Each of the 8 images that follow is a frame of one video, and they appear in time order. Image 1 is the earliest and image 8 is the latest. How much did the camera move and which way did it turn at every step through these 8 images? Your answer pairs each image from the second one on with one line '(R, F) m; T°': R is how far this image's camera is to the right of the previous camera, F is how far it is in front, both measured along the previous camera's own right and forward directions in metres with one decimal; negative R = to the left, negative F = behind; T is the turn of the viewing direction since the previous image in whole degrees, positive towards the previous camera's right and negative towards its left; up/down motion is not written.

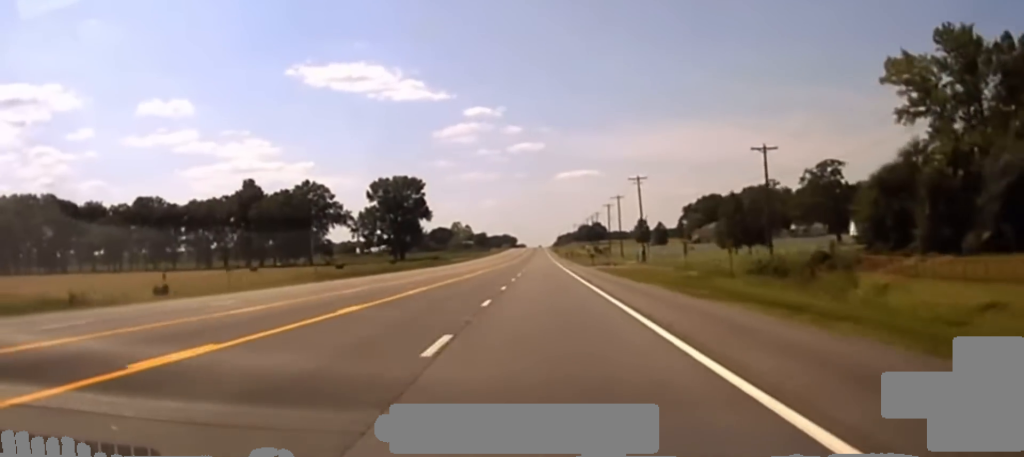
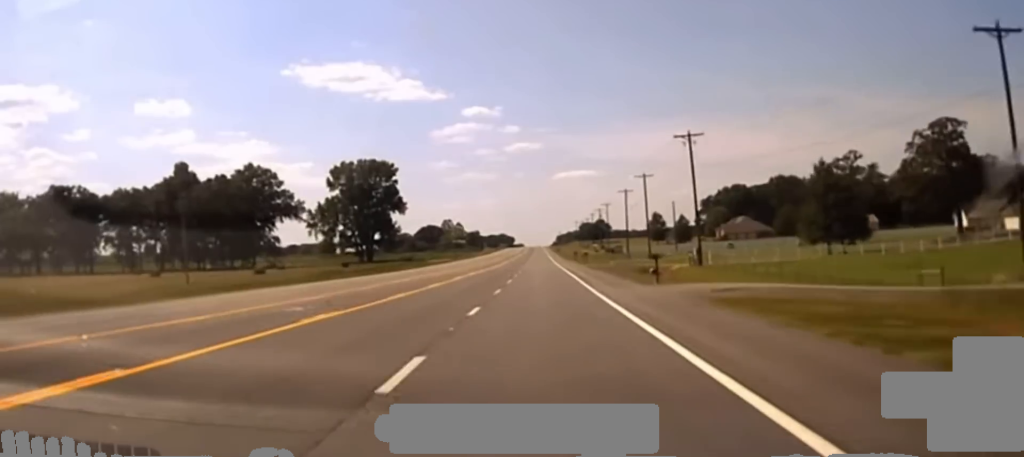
(0.0, +45.3) m; 0°
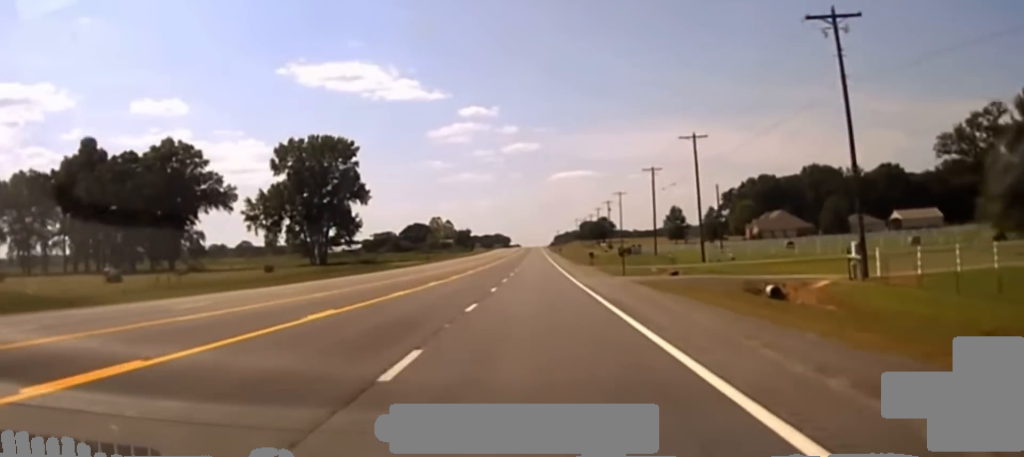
(0.0, +49.1) m; 0°
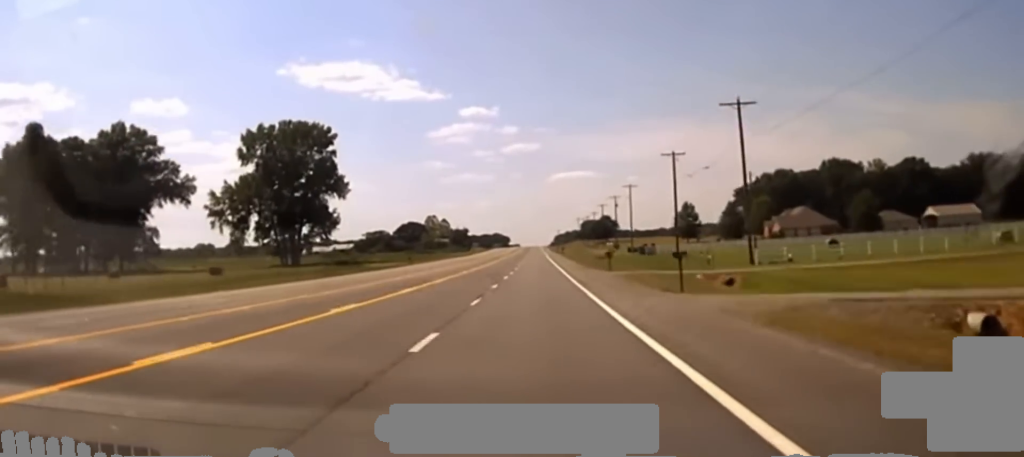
(0.0, +25.6) m; 0°
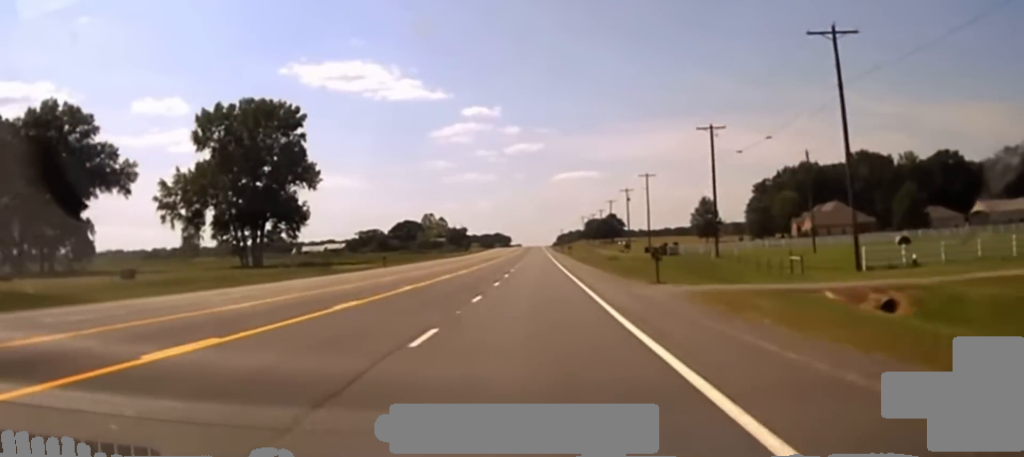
(0.0, +24.5) m; 0°
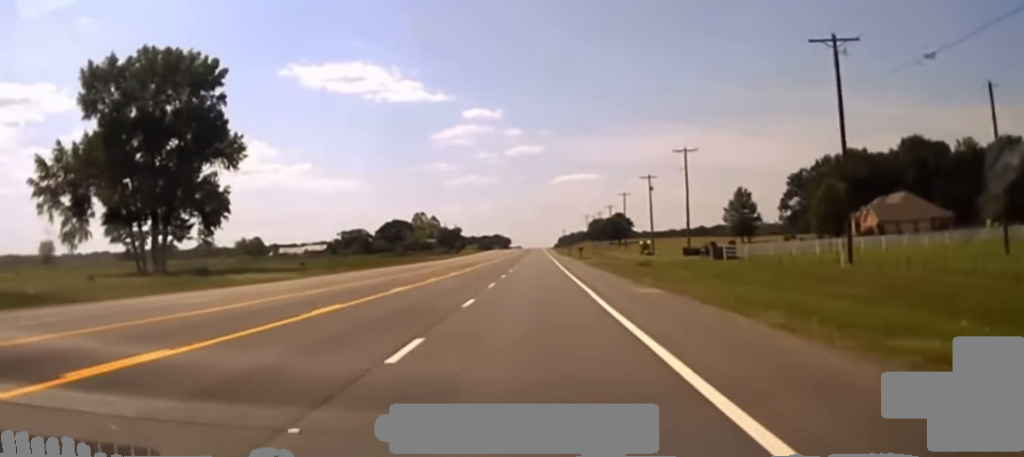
(0.0, +39.9) m; 0°
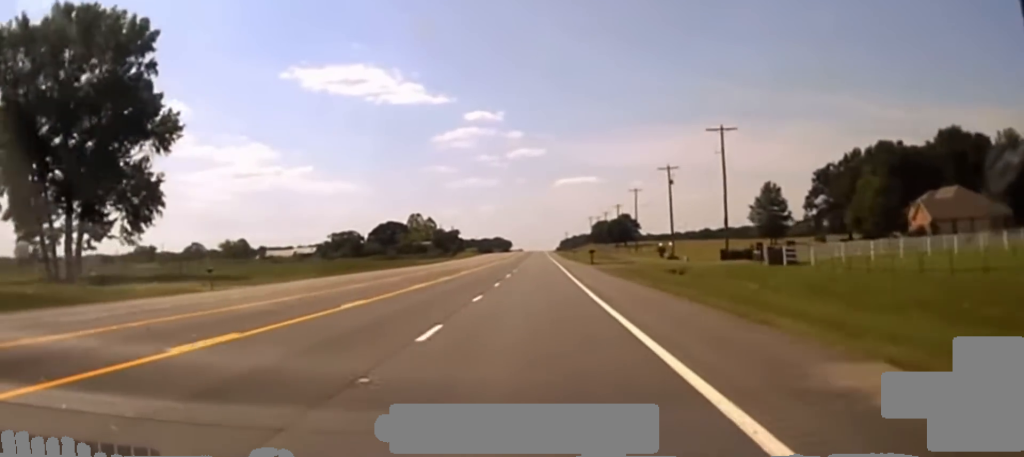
(0.0, +21.1) m; 0°
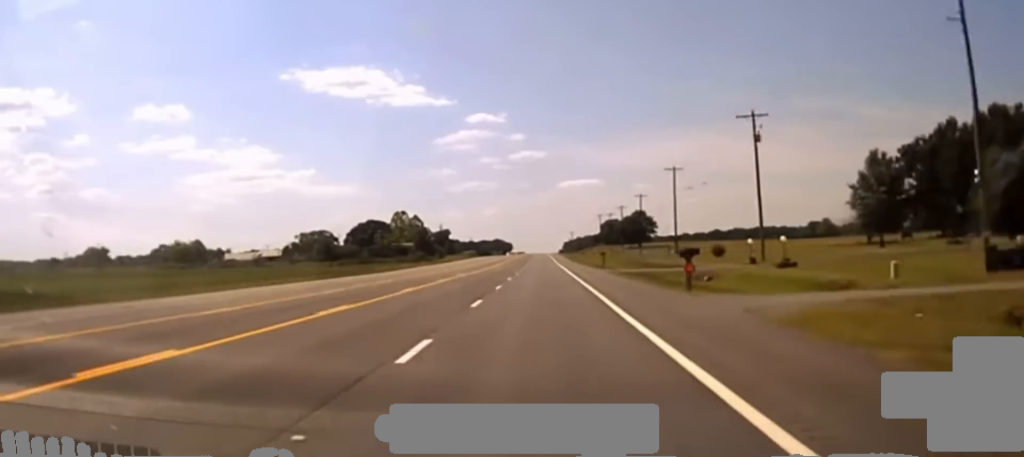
(0.0, +48.0) m; 0°
